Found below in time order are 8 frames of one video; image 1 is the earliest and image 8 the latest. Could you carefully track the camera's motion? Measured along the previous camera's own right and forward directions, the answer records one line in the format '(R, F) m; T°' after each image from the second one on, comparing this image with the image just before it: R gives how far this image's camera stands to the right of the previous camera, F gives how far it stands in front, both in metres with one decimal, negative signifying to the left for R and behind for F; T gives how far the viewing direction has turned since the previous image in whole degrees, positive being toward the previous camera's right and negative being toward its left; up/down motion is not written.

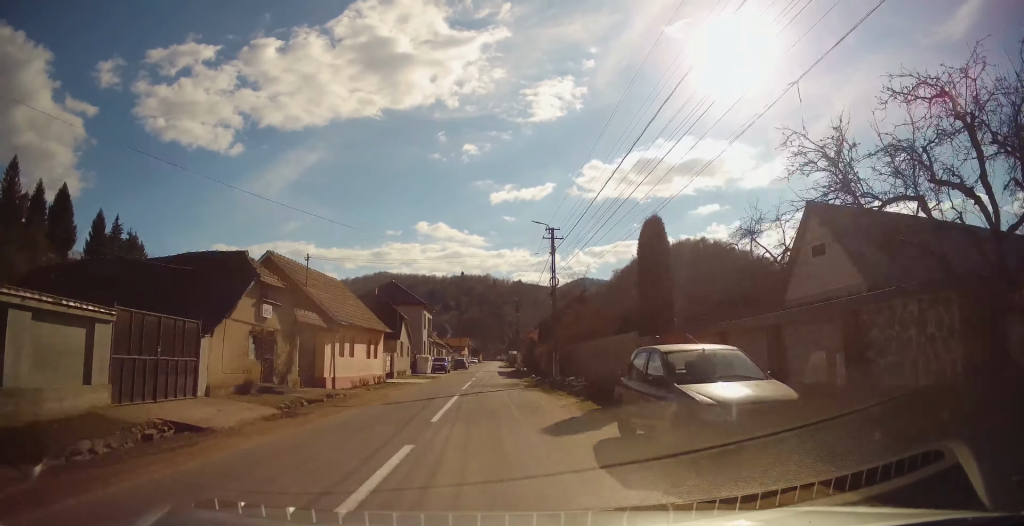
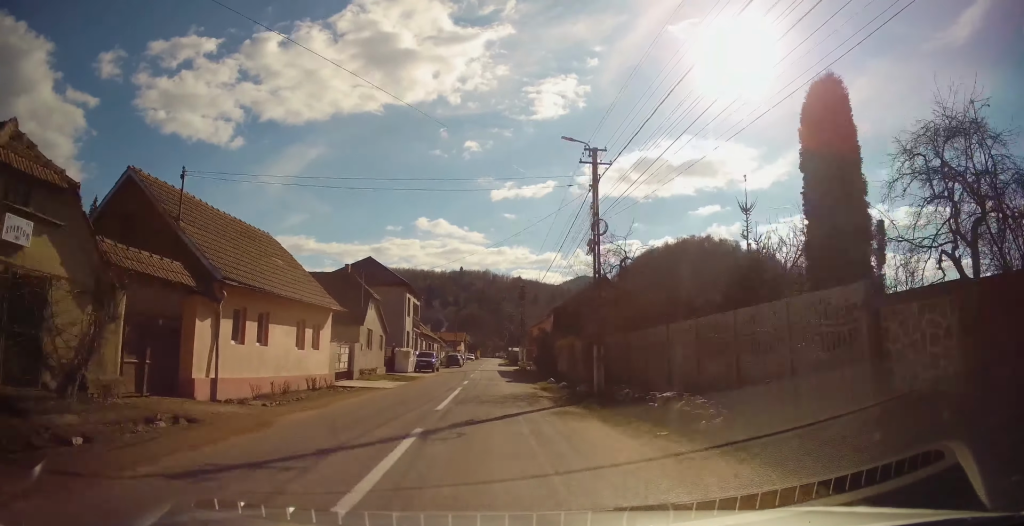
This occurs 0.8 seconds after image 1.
(+0.1, +11.2) m; +1°
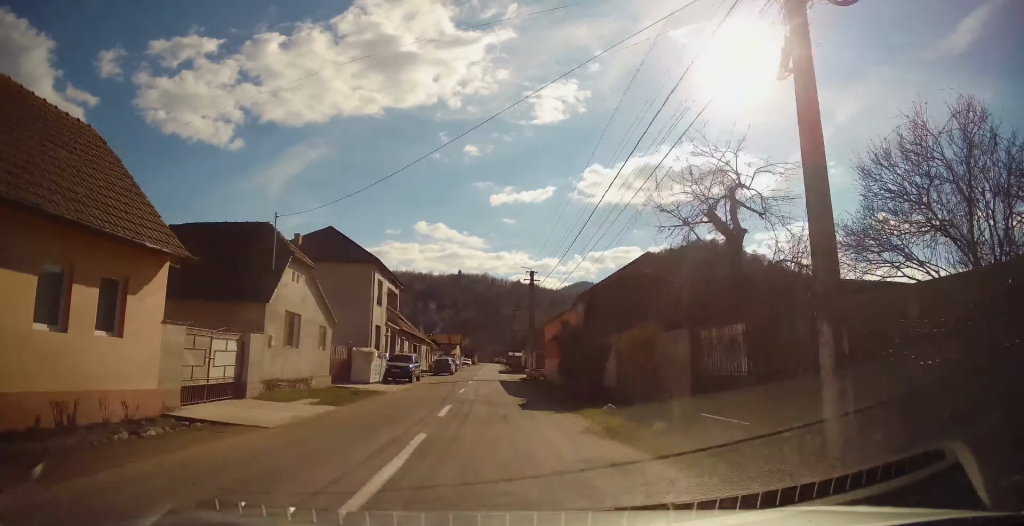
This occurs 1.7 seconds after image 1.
(+0.1, +12.2) m; 0°
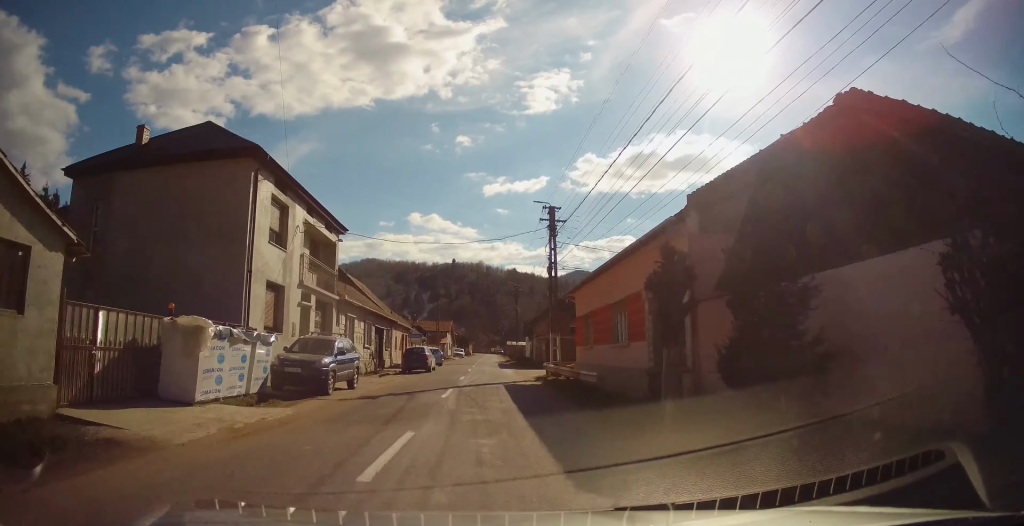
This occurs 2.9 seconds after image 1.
(-0.1, +15.6) m; +1°
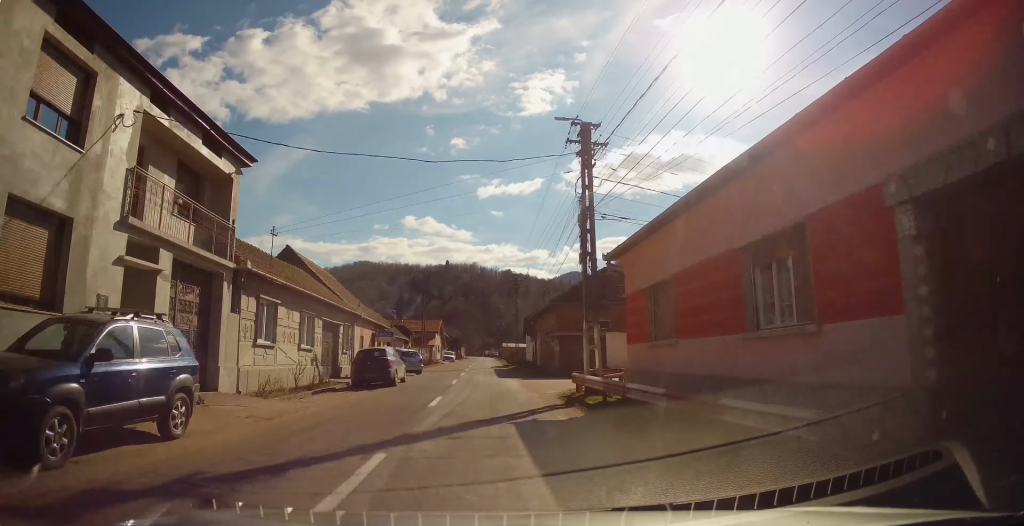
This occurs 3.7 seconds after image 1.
(+0.1, +9.8) m; +1°
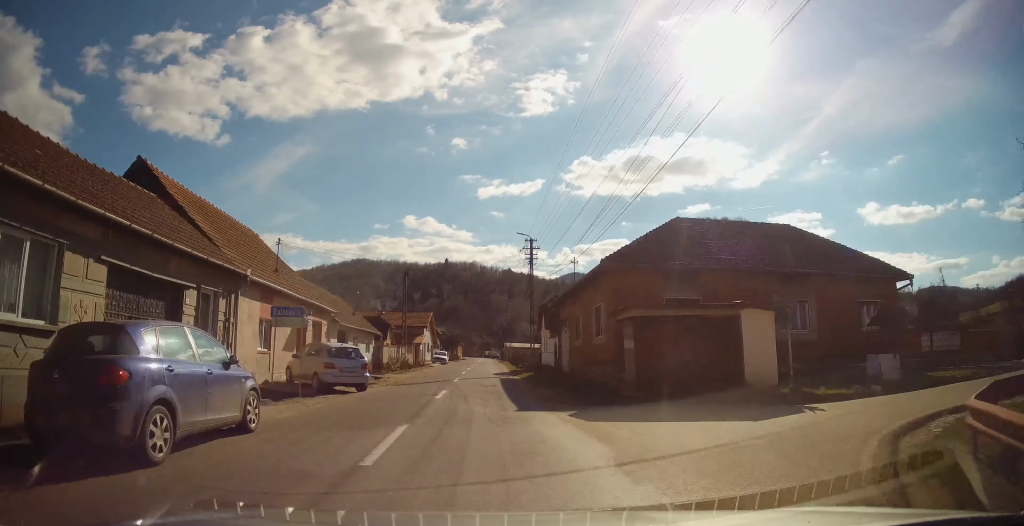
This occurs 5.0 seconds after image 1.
(-0.1, +15.2) m; -1°
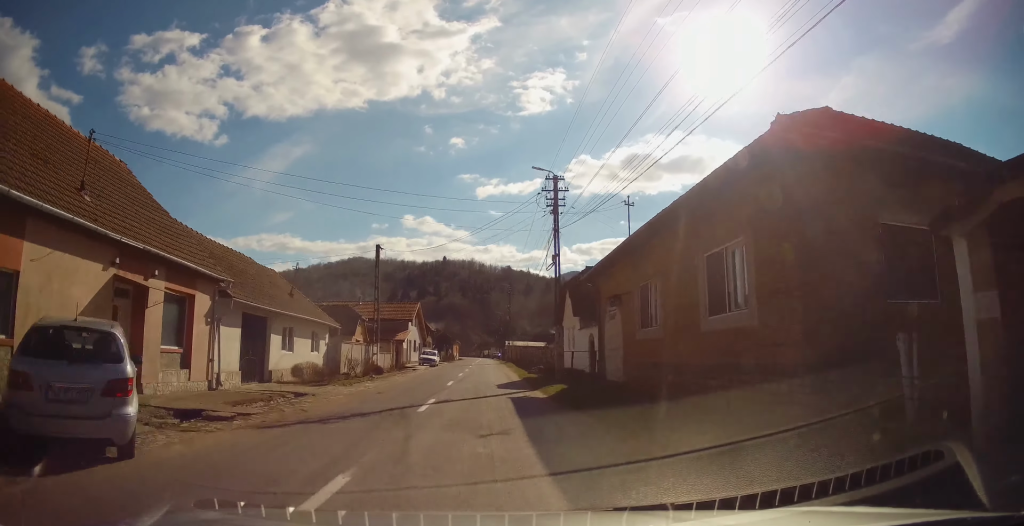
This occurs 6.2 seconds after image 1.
(-0.2, +13.2) m; +1°
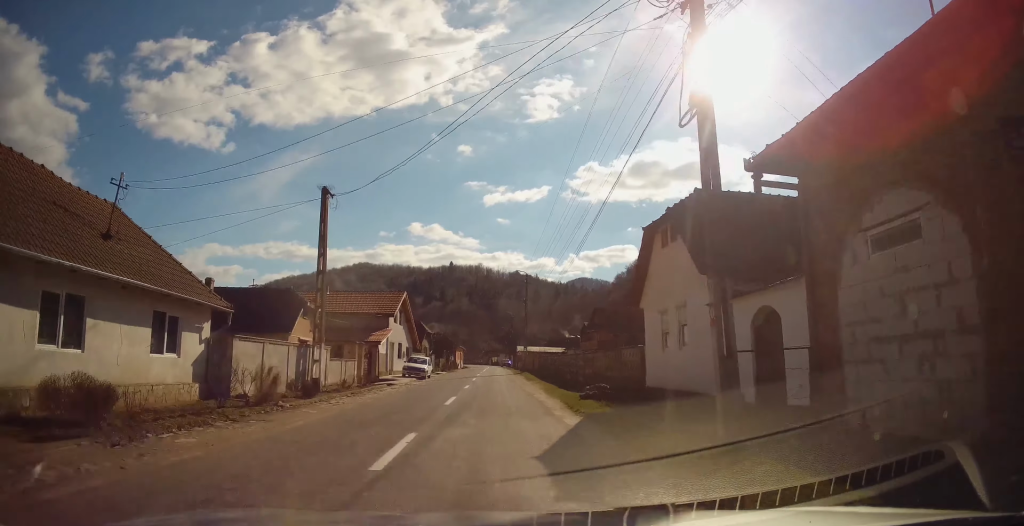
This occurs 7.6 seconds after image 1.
(+0.3, +15.2) m; 0°
